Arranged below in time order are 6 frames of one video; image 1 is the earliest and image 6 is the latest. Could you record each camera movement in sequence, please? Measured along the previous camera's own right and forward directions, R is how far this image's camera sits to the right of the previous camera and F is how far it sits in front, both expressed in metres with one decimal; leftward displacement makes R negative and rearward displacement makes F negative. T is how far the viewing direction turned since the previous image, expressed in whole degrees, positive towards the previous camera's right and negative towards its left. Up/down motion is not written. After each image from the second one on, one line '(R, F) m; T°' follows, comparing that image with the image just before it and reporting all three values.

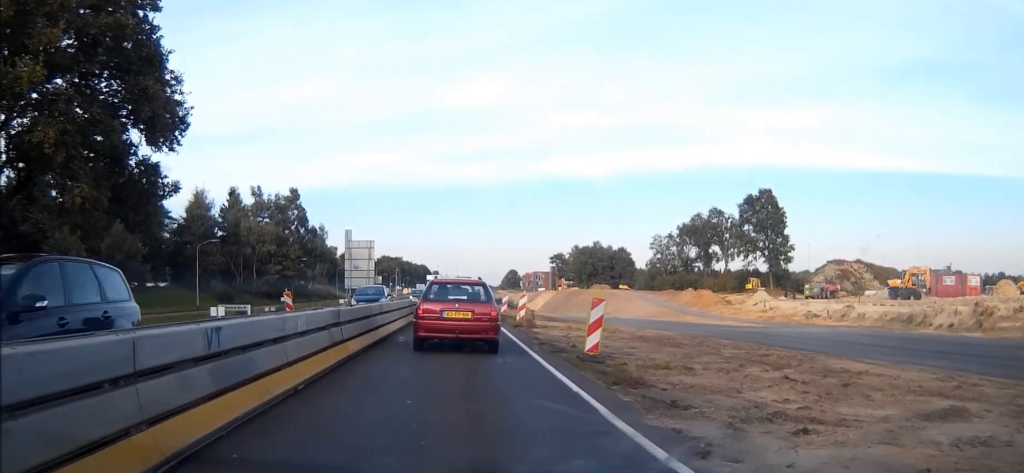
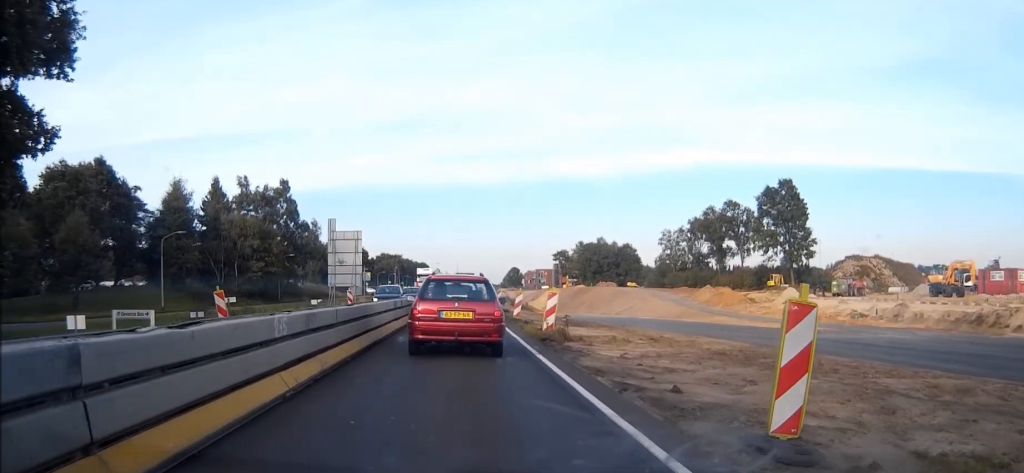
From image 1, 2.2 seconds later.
(+0.1, +9.1) m; 0°
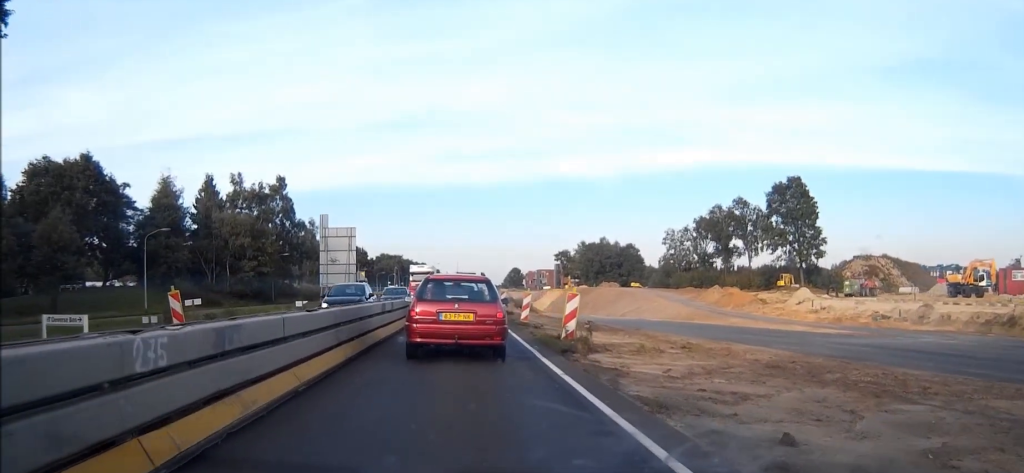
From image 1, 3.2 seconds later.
(0.0, +3.7) m; +1°
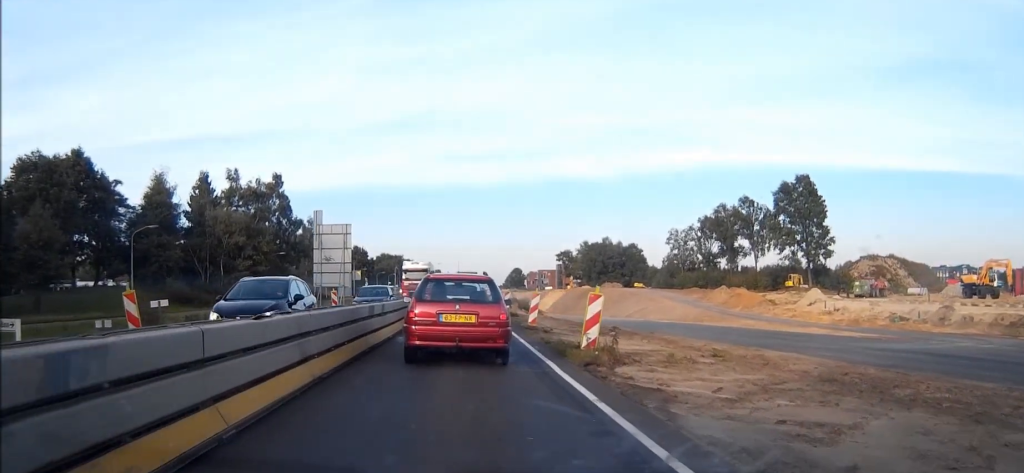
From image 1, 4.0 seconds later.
(0.0, +2.7) m; 0°
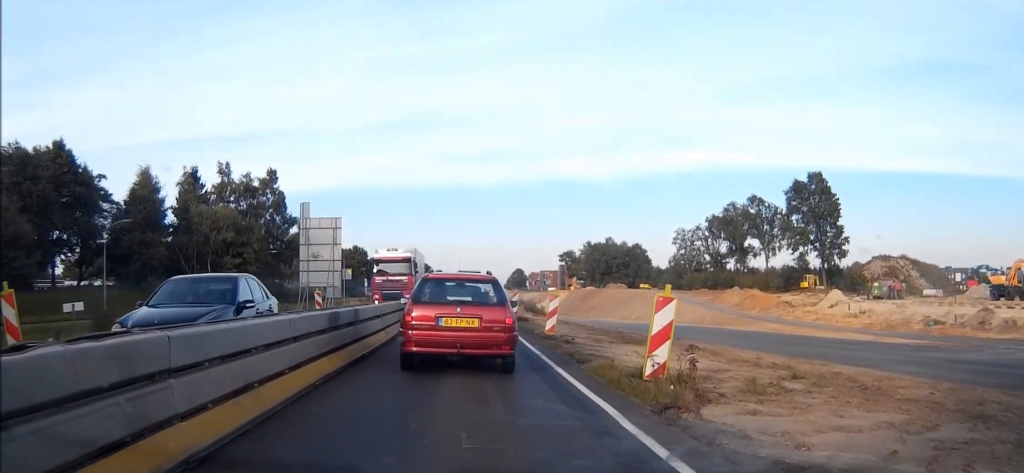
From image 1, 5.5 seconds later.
(-0.1, +4.8) m; -1°
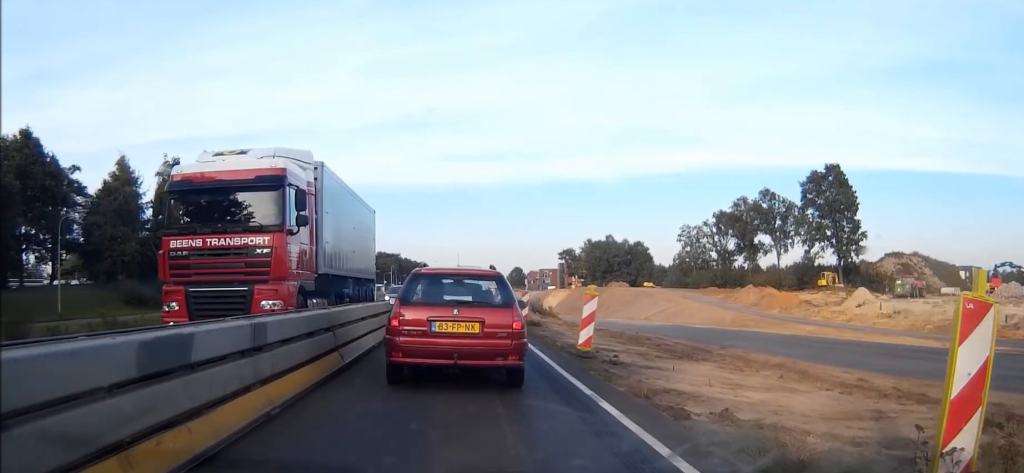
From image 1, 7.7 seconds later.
(+0.2, +5.9) m; +1°
